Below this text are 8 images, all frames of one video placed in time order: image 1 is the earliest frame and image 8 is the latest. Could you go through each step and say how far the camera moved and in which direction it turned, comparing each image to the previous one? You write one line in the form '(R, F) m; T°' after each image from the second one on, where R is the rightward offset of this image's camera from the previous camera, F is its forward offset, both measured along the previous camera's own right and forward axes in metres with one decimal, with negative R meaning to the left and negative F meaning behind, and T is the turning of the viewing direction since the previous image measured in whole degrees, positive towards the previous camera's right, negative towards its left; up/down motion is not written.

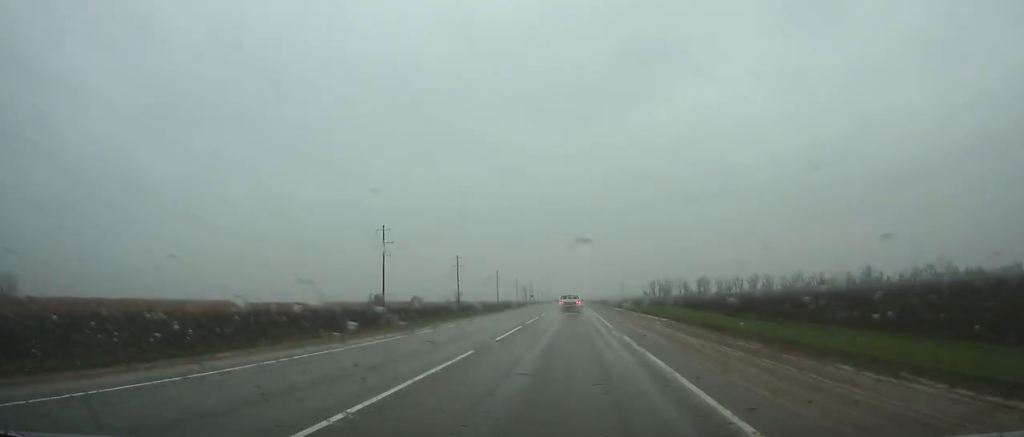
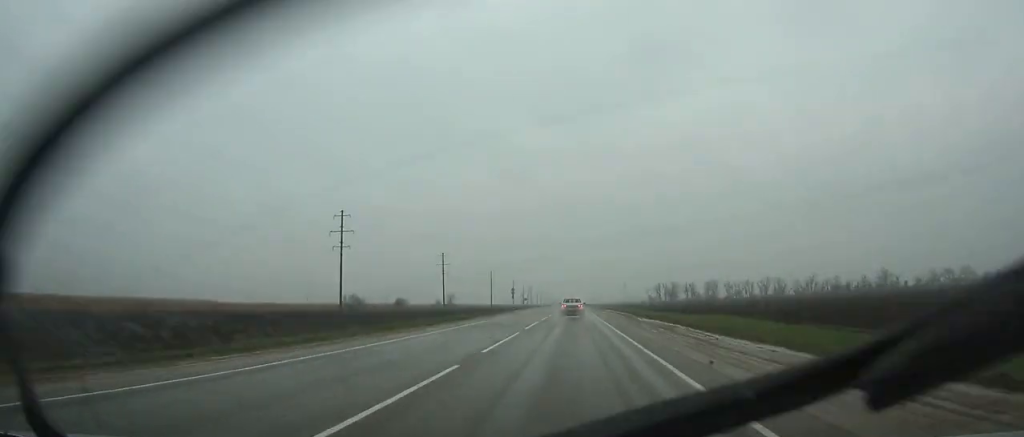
(0.0, +25.9) m; 0°
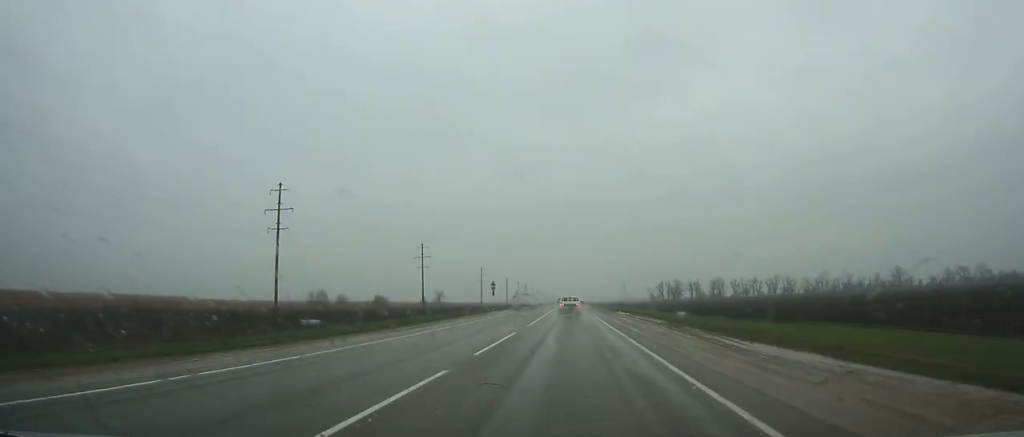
(0.0, +25.6) m; 0°
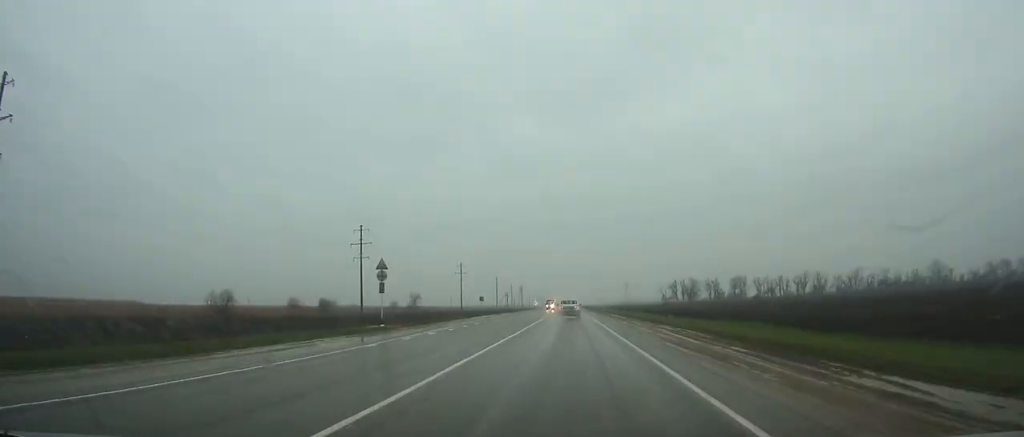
(0.0, +52.8) m; 0°
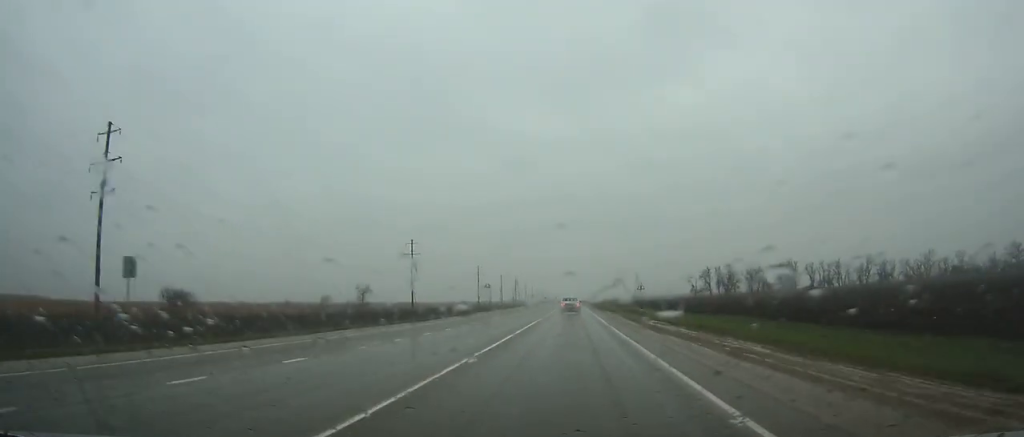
(0.0, +77.6) m; 0°
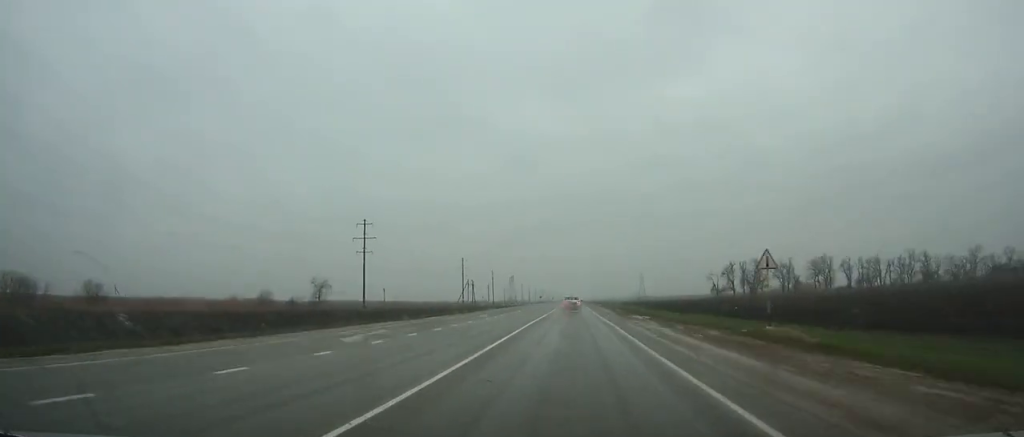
(0.0, +38.8) m; 0°
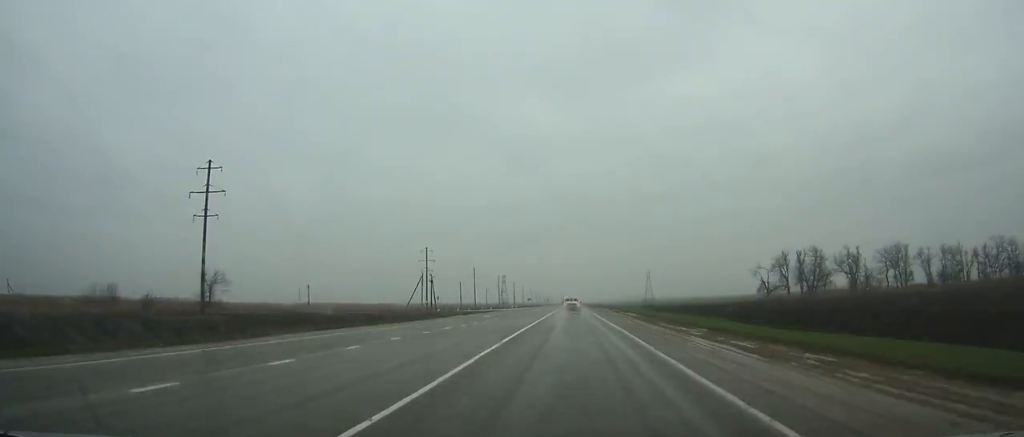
(-0.1, +58.4) m; 0°
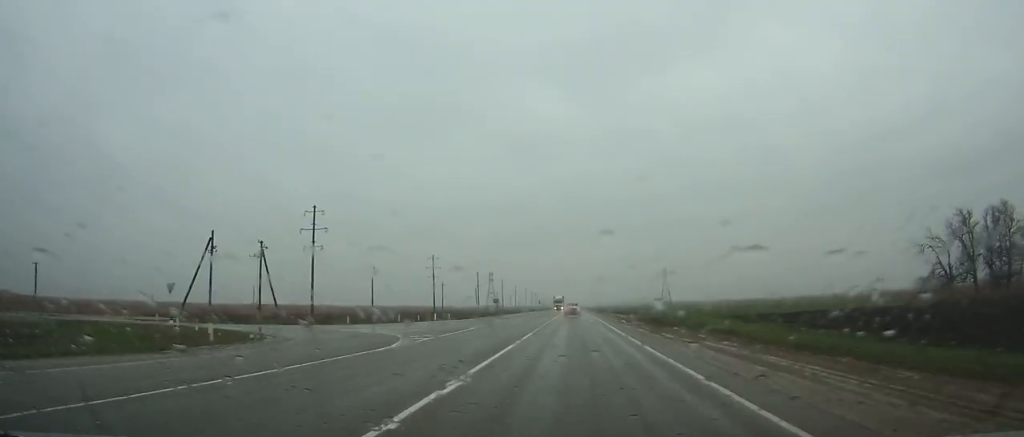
(0.0, +82.9) m; 0°
